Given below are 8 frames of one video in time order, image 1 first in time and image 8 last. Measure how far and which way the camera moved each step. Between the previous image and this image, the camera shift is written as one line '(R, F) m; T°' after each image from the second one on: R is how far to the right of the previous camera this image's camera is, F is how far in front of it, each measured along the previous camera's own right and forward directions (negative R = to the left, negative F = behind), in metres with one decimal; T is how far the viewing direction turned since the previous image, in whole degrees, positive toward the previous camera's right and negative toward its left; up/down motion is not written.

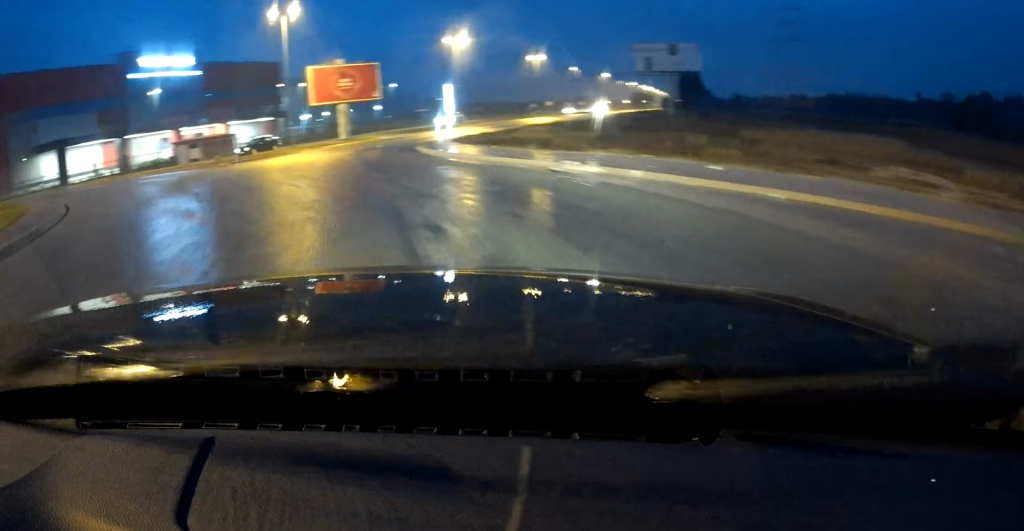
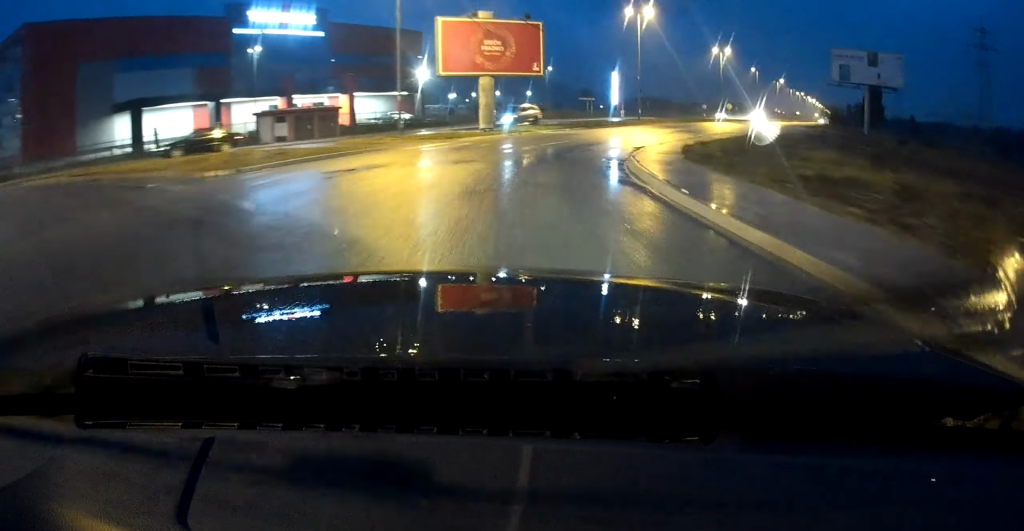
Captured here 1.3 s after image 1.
(-4.2, +18.8) m; -4°
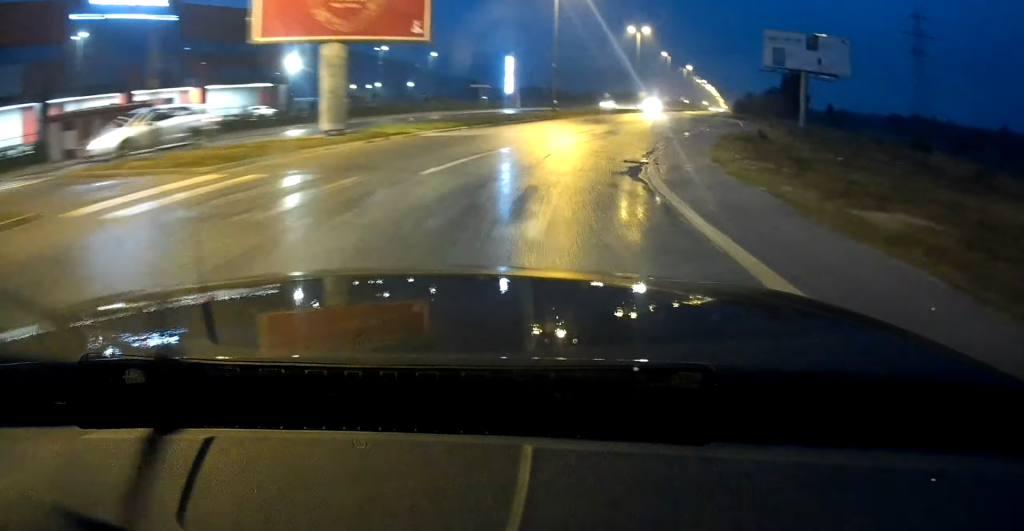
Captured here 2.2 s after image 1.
(+1.9, +15.8) m; +6°
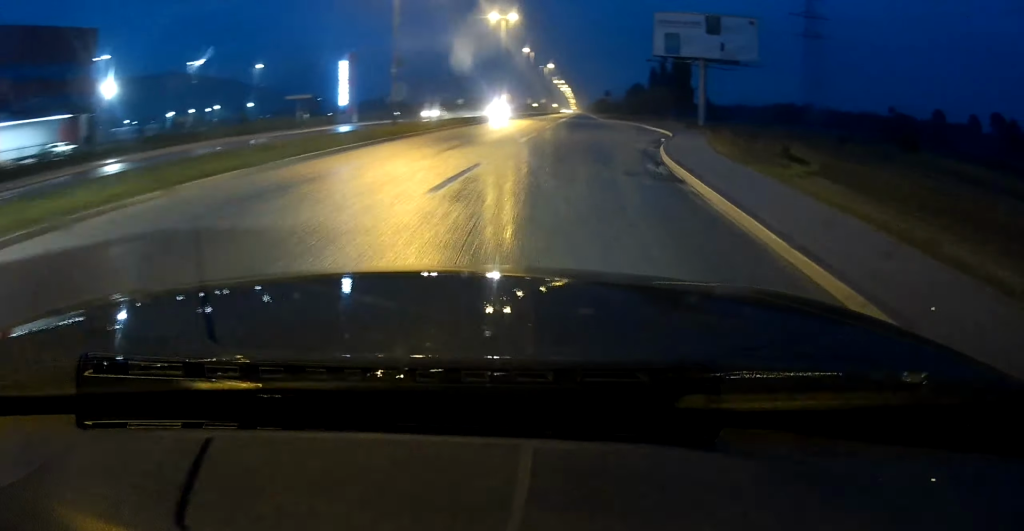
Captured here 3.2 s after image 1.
(+0.3, +16.5) m; +7°
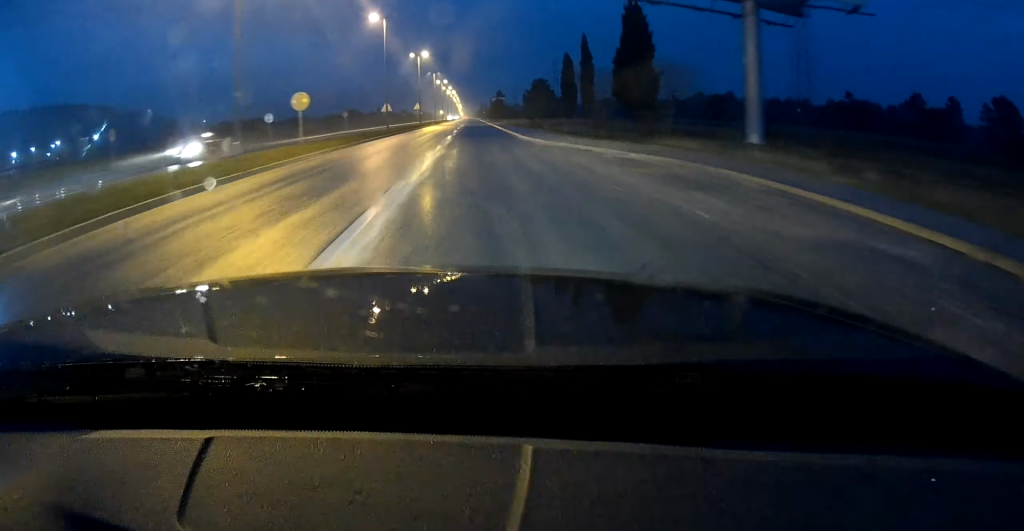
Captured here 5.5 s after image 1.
(+4.7, +45.2) m; +7°
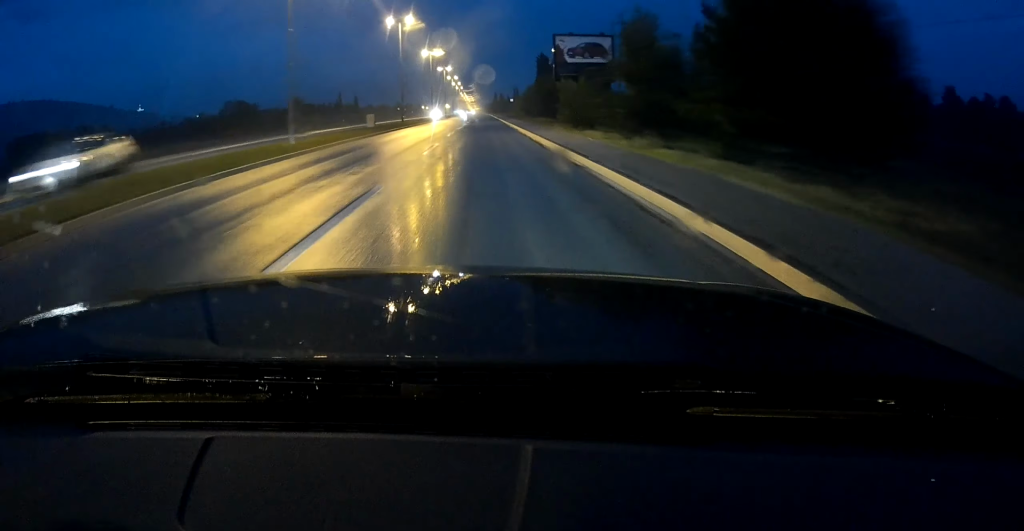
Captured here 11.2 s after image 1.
(-0.8, +141.7) m; -1°
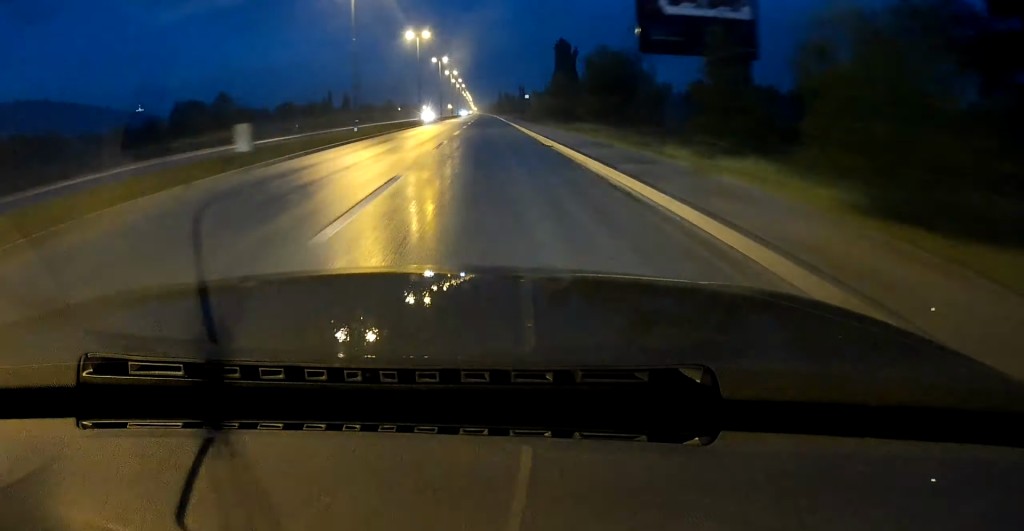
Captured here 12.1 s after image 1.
(+0.1, +25.1) m; 0°
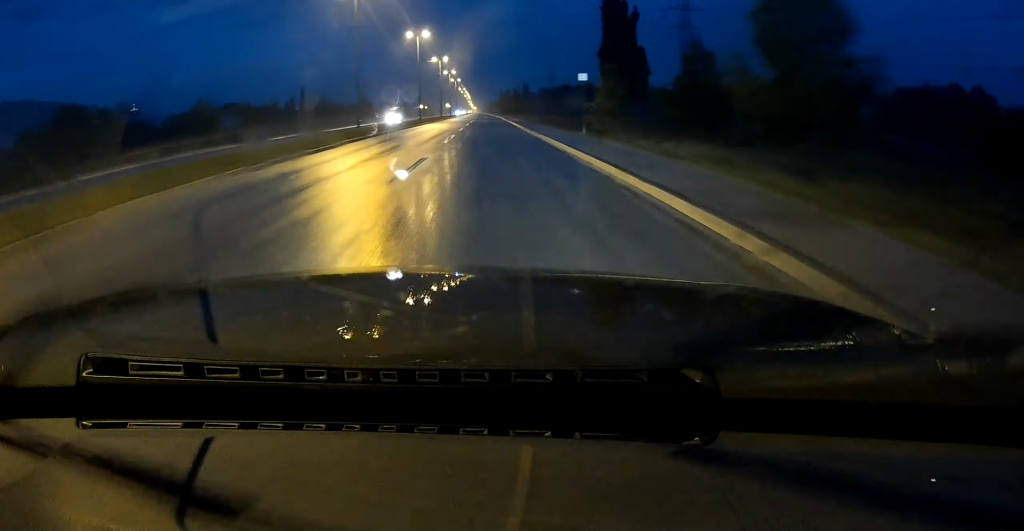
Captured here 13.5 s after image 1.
(+0.1, +36.9) m; 0°
